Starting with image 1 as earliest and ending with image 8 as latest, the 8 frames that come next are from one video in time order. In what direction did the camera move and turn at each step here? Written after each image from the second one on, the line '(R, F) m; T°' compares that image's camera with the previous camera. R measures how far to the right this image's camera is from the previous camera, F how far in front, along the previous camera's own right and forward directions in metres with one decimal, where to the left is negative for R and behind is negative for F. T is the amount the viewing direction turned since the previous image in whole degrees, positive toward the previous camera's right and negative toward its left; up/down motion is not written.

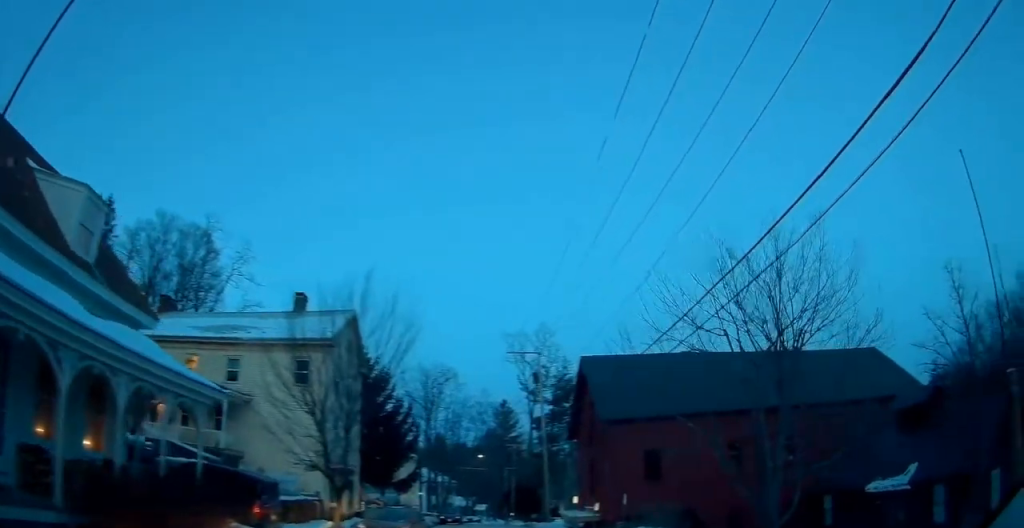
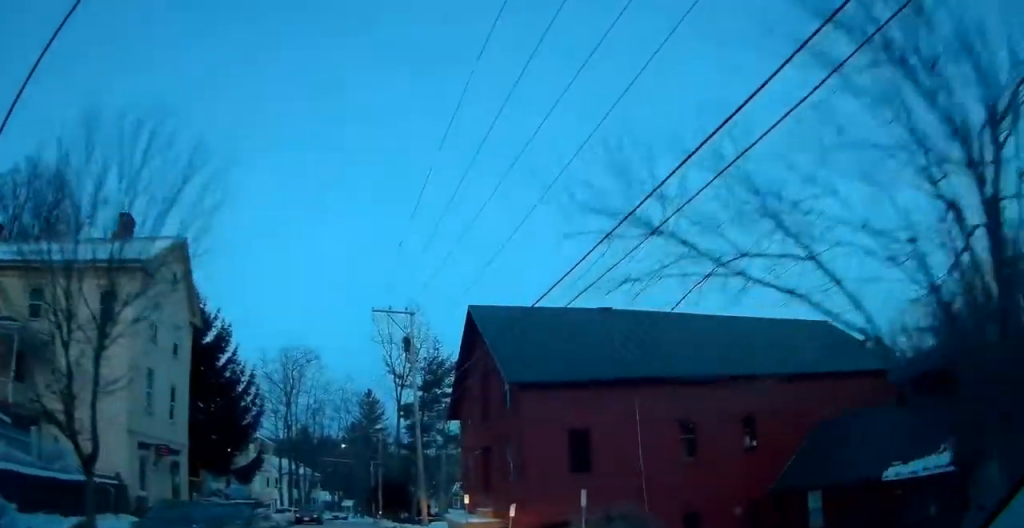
(+0.9, +8.7) m; +5°
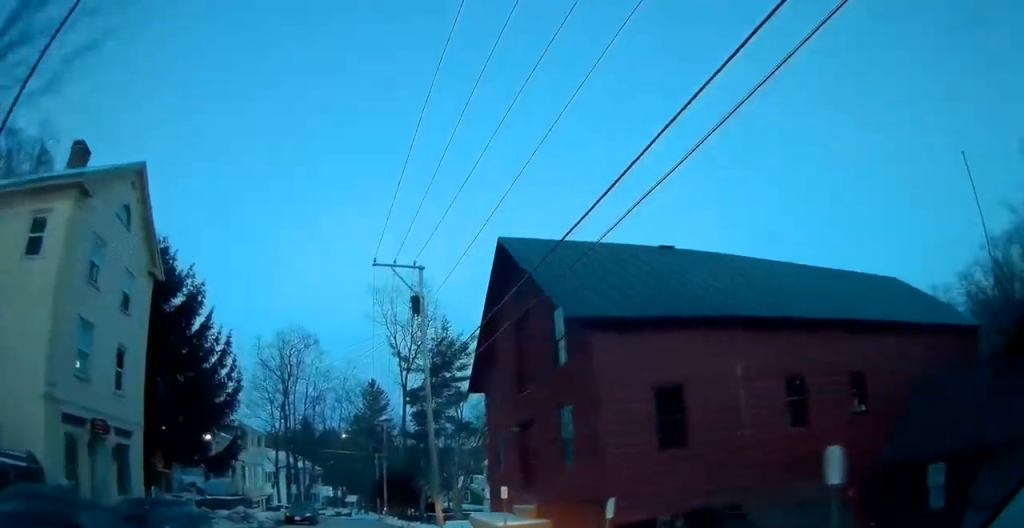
(-0.2, +6.3) m; -3°
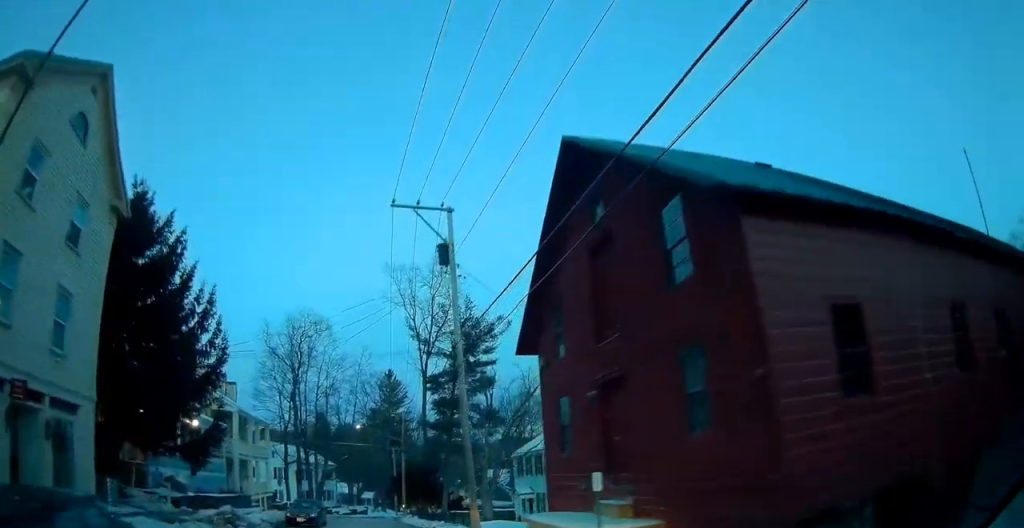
(-0.1, +5.5) m; -3°
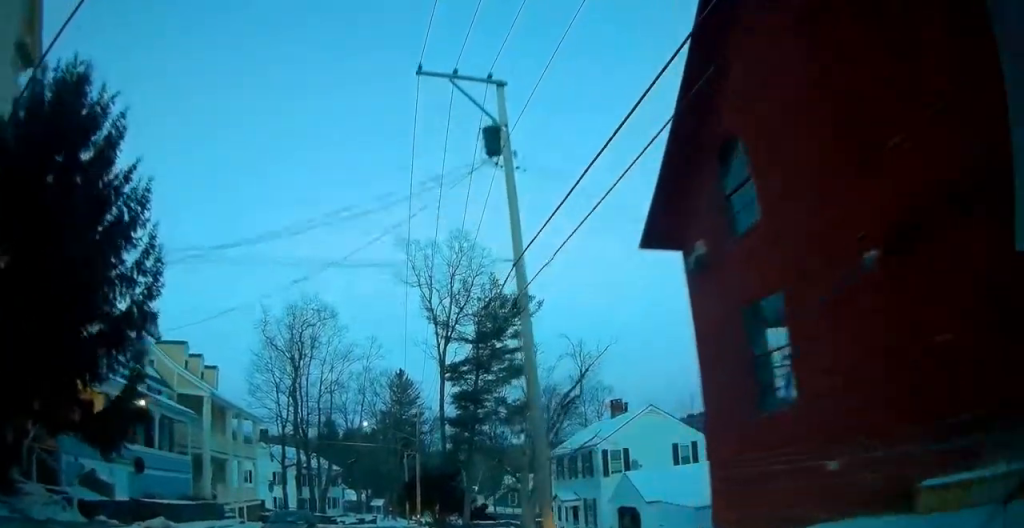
(-0.2, +8.4) m; -1°
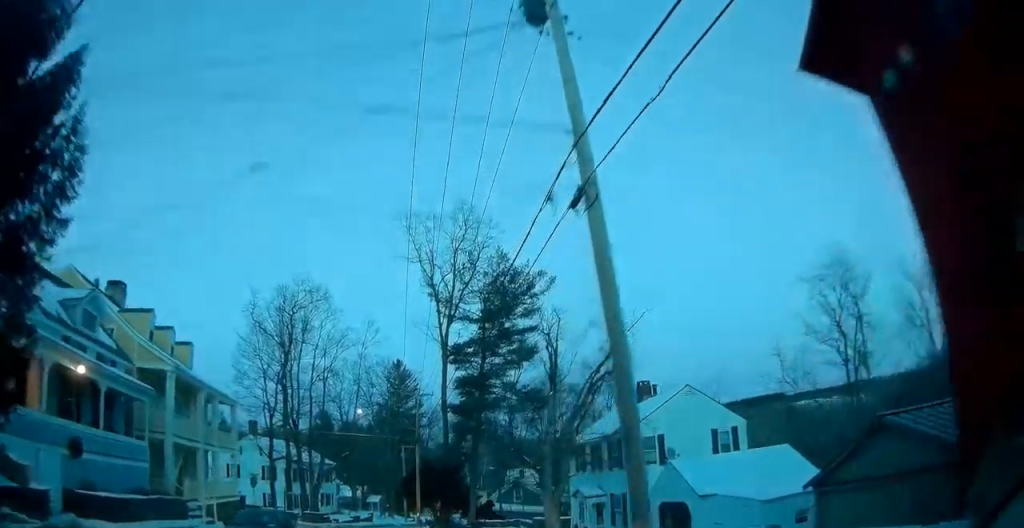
(-0.1, +4.9) m; +2°
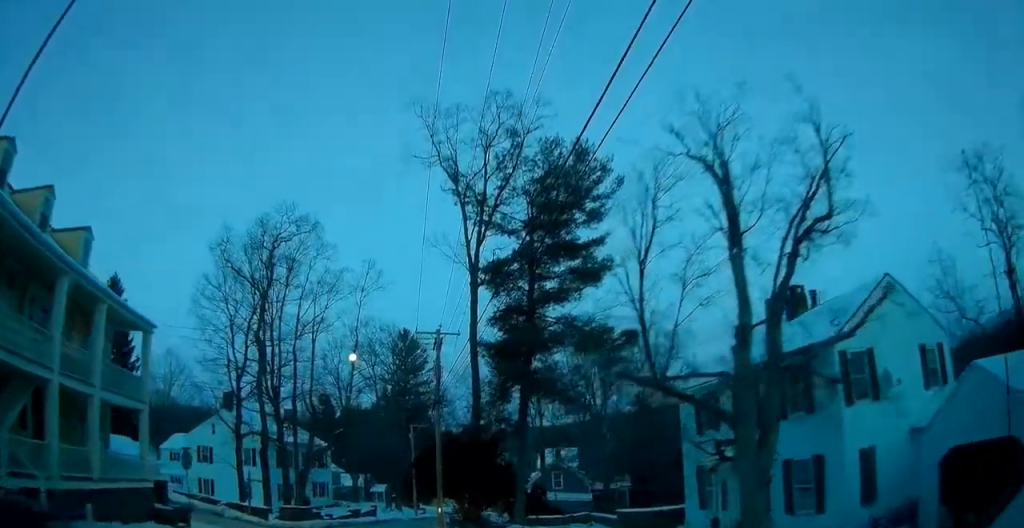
(+0.4, +13.9) m; -2°
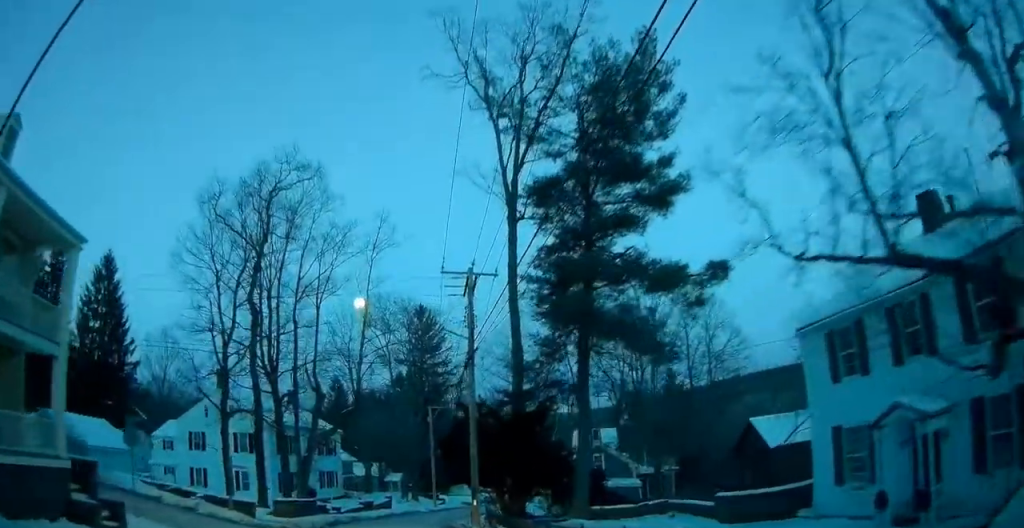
(-0.6, +6.9) m; -3°
